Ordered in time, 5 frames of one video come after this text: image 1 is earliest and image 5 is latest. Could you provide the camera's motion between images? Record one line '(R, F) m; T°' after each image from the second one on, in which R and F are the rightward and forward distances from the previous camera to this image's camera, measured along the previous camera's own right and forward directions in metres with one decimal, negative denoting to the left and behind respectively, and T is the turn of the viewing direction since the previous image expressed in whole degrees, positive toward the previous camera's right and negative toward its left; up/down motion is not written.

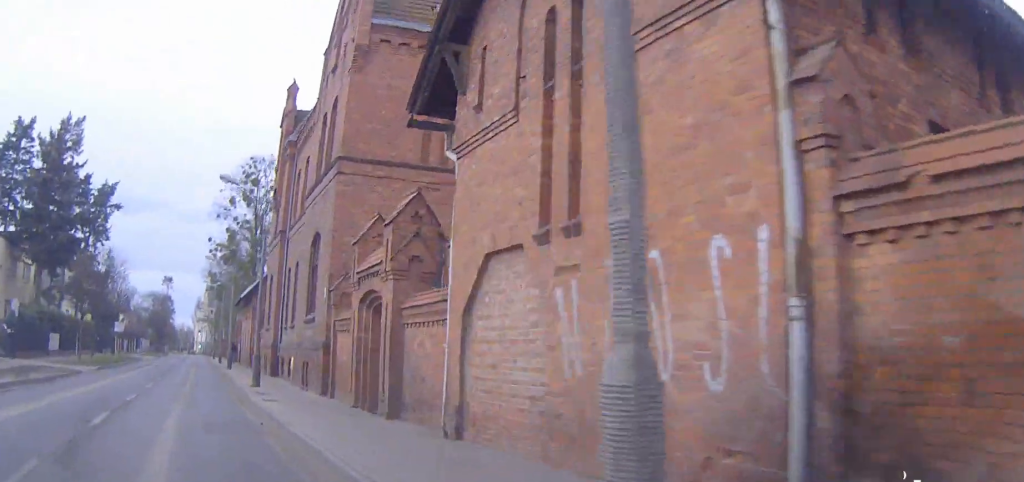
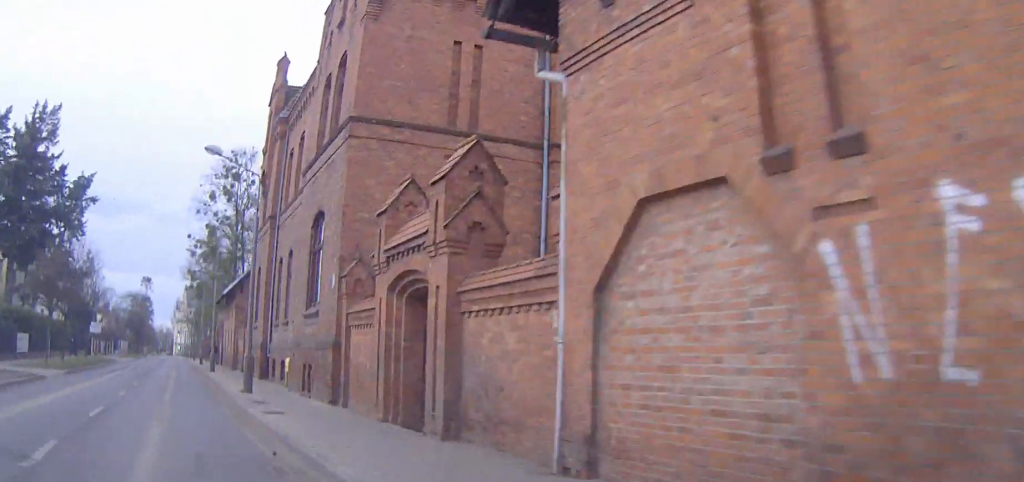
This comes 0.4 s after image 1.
(+0.1, +3.9) m; +2°
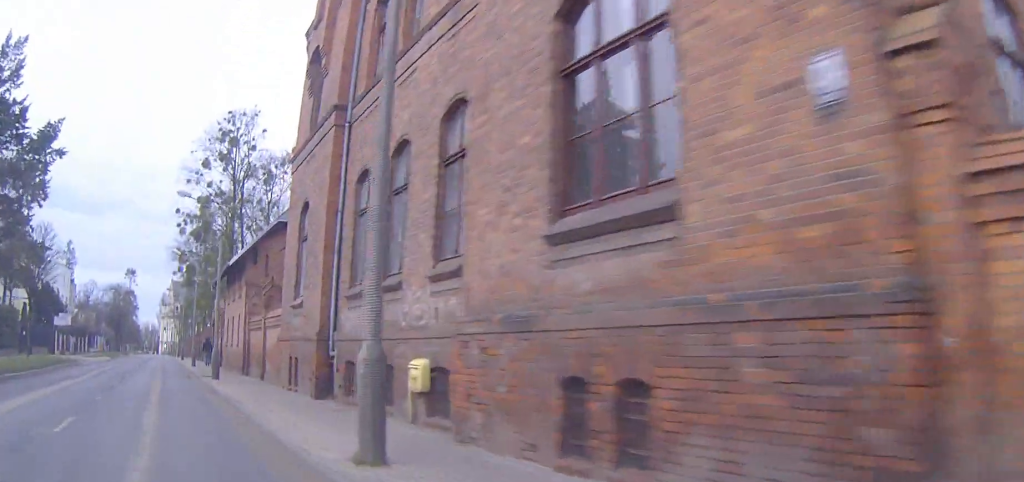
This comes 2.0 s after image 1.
(+0.6, +14.5) m; +2°
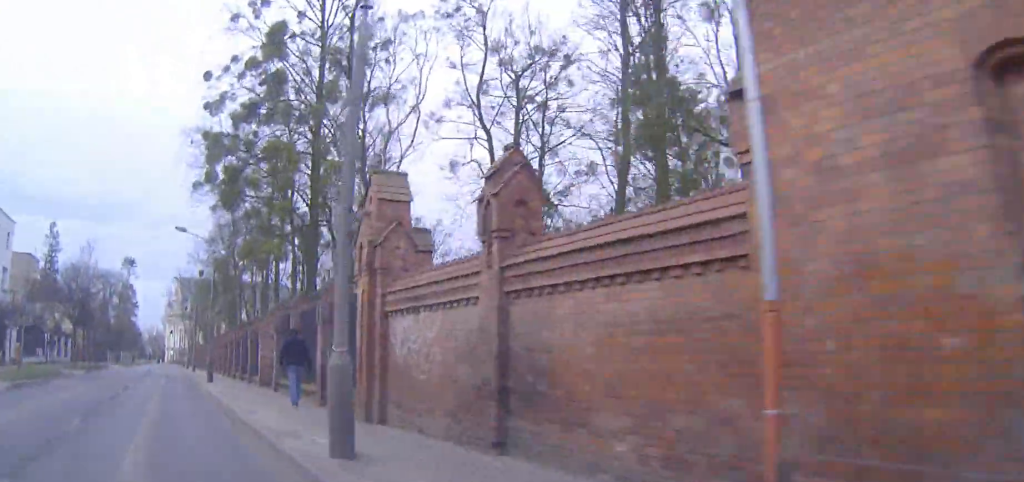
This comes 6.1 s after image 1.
(-0.3, +39.4) m; 0°
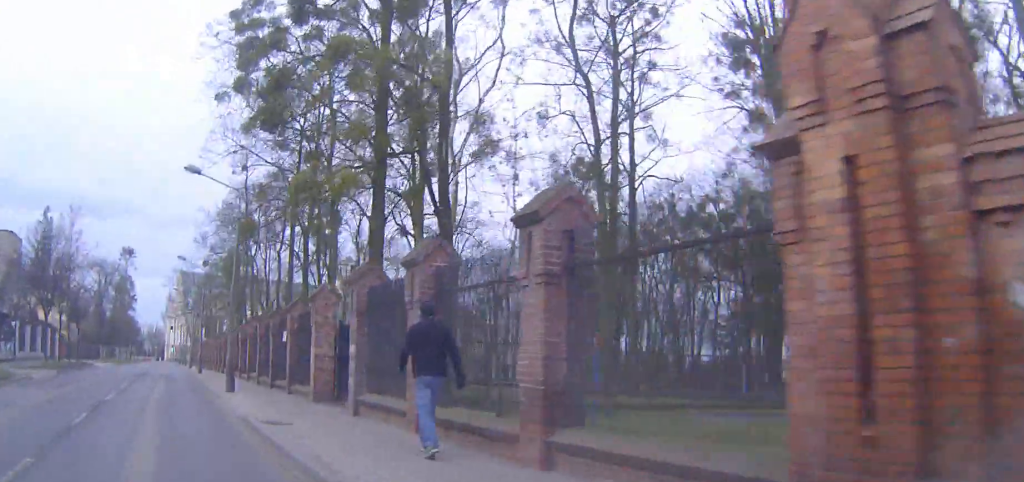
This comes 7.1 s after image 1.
(0.0, +10.5) m; 0°
